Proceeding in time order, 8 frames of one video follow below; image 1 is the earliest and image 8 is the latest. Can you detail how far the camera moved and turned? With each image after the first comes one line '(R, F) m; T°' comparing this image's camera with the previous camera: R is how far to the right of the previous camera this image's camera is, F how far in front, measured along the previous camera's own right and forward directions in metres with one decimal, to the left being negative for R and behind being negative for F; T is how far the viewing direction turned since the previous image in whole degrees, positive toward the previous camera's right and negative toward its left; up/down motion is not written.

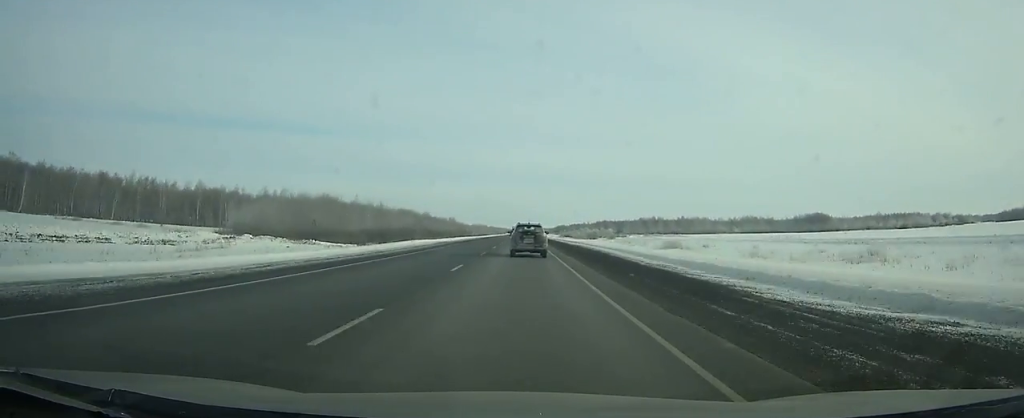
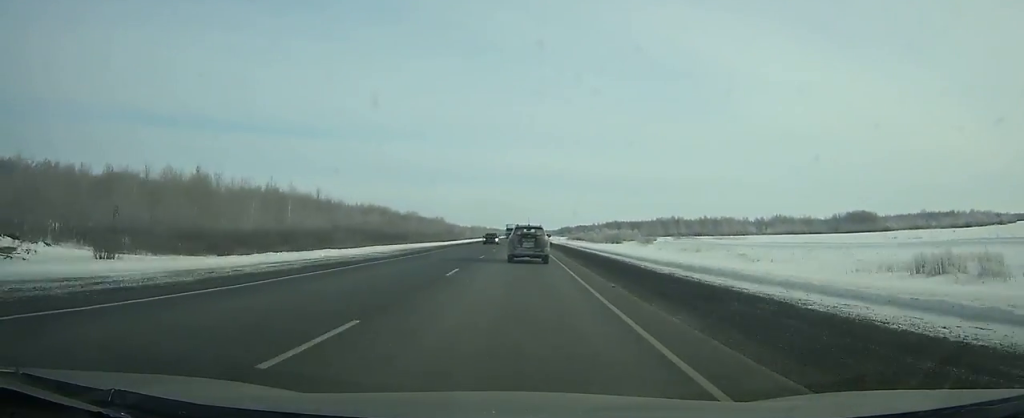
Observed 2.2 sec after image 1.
(+0.1, +63.1) m; 0°
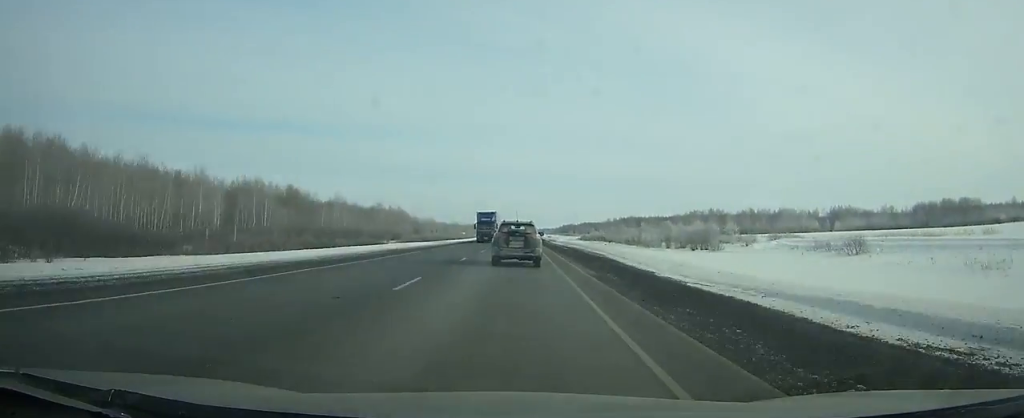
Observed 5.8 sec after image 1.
(0.0, +106.7) m; 0°
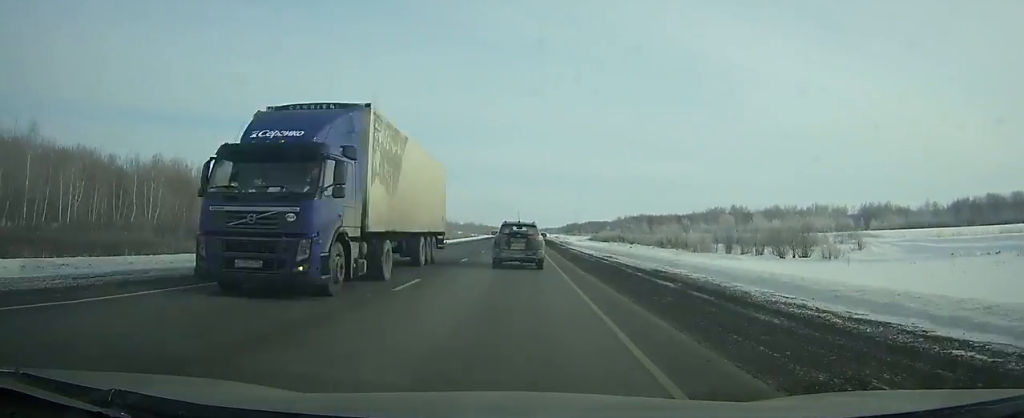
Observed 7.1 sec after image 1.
(0.0, +37.9) m; 0°
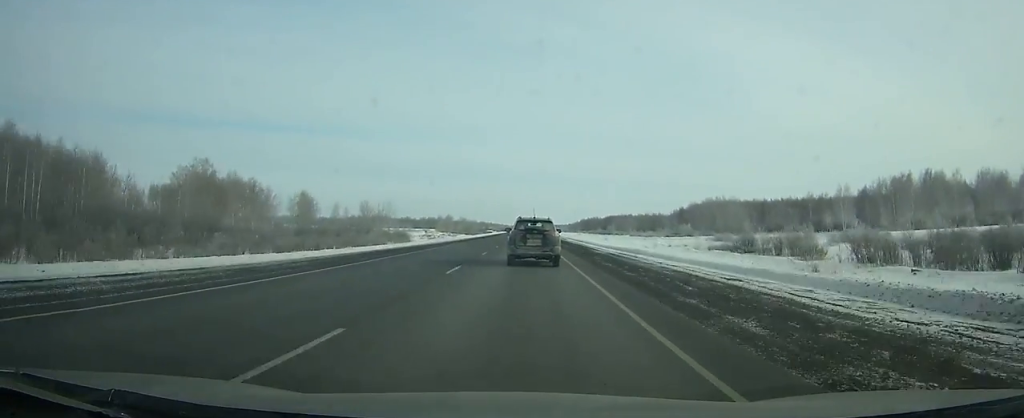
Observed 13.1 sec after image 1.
(-0.3, +163.3) m; 0°
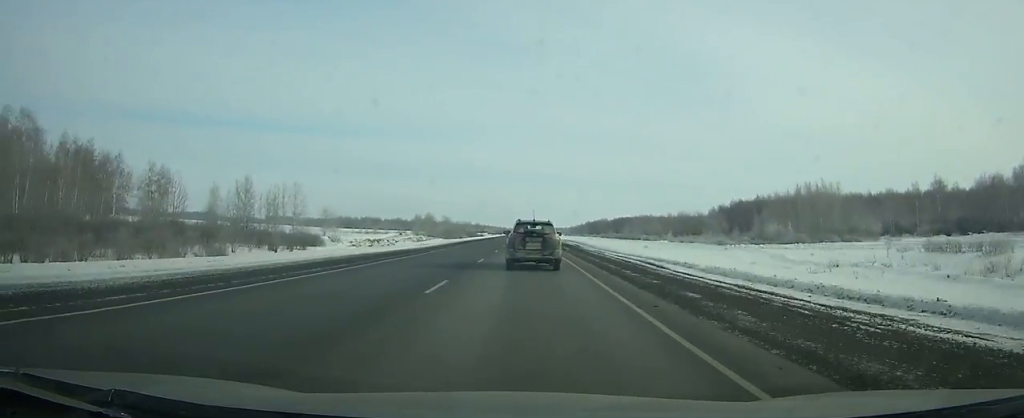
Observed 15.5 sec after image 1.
(+0.1, +62.0) m; 0°
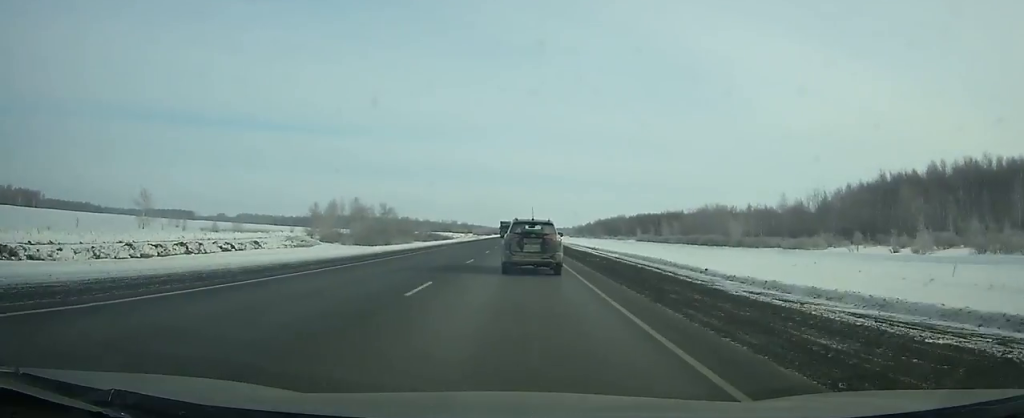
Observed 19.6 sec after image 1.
(+0.3, +108.7) m; 0°
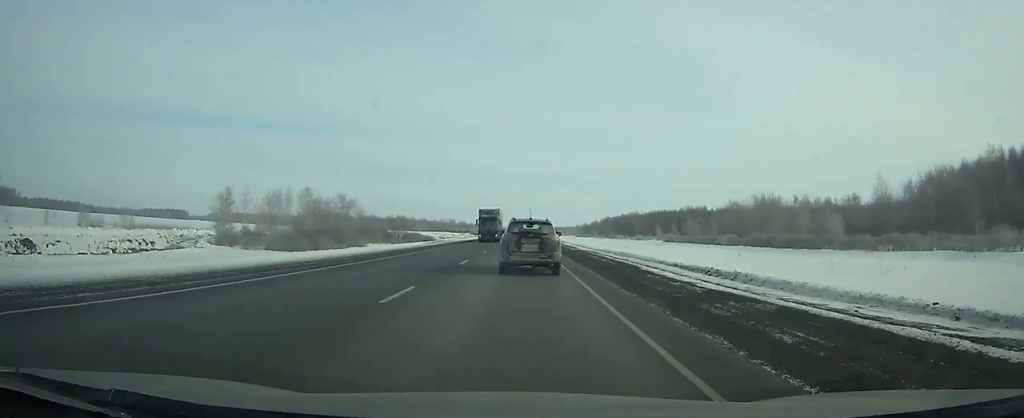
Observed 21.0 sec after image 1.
(0.0, +37.2) m; 0°
